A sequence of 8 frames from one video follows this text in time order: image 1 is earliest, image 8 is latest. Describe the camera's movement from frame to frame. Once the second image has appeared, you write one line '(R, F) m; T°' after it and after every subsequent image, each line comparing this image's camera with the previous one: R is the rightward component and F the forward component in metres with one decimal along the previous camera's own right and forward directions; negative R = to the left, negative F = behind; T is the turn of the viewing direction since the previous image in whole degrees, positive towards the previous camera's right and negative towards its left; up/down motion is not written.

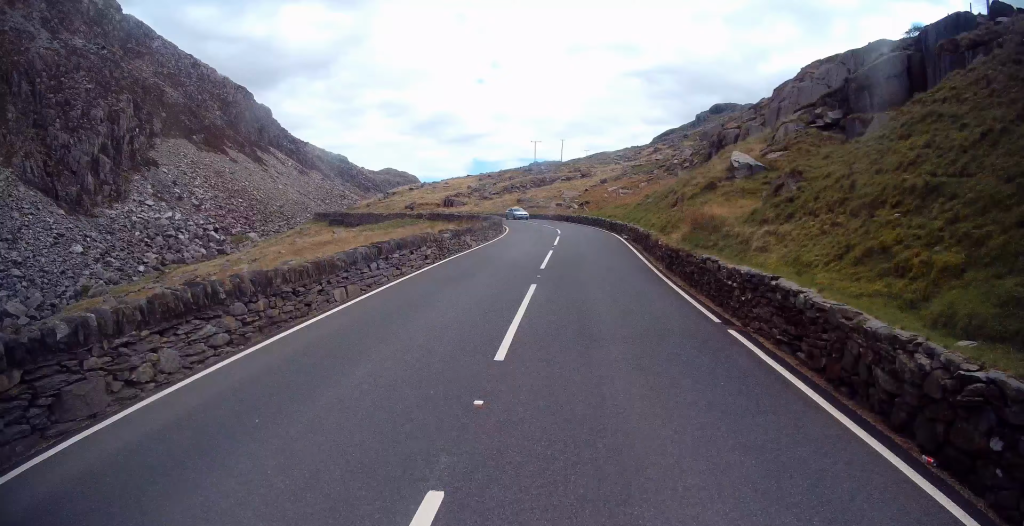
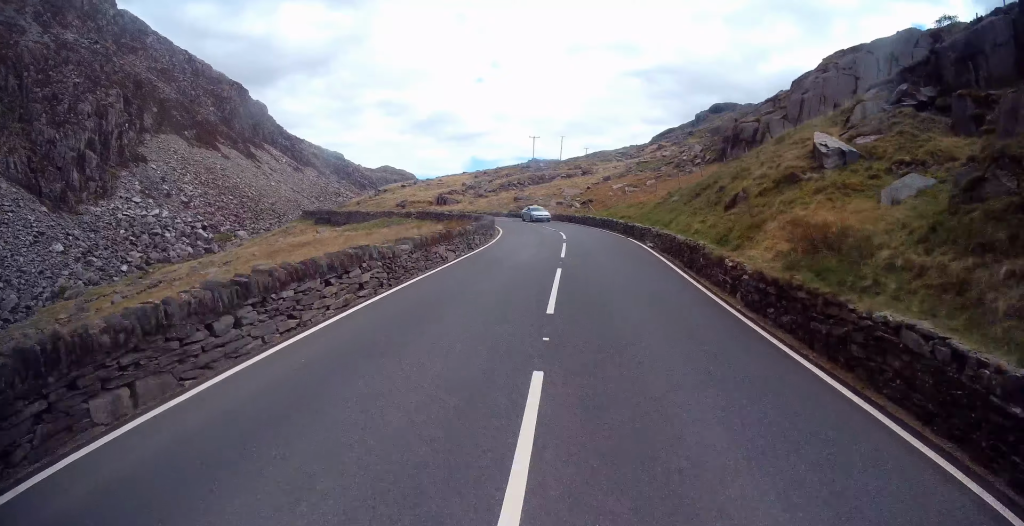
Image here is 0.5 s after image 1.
(+0.1, +6.6) m; +1°
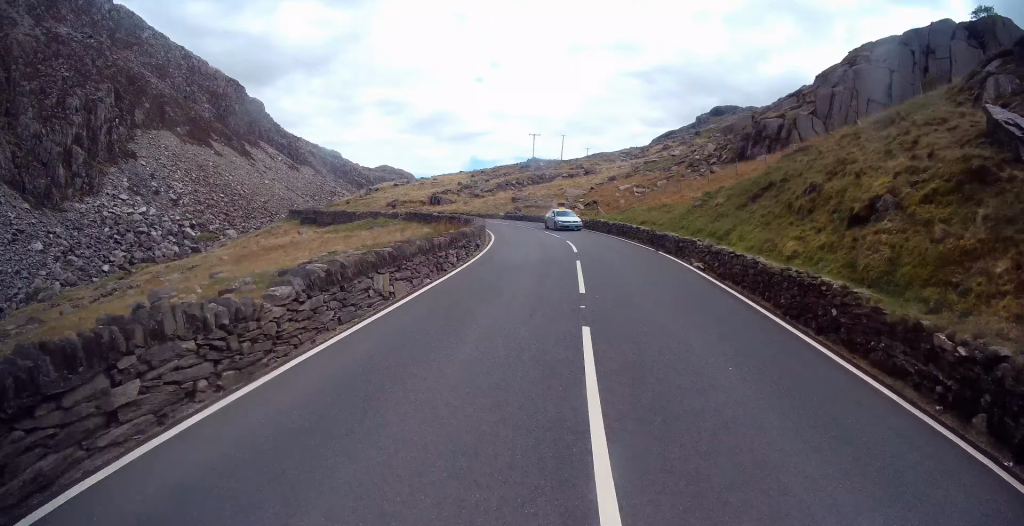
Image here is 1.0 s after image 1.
(+0.1, +7.0) m; -1°
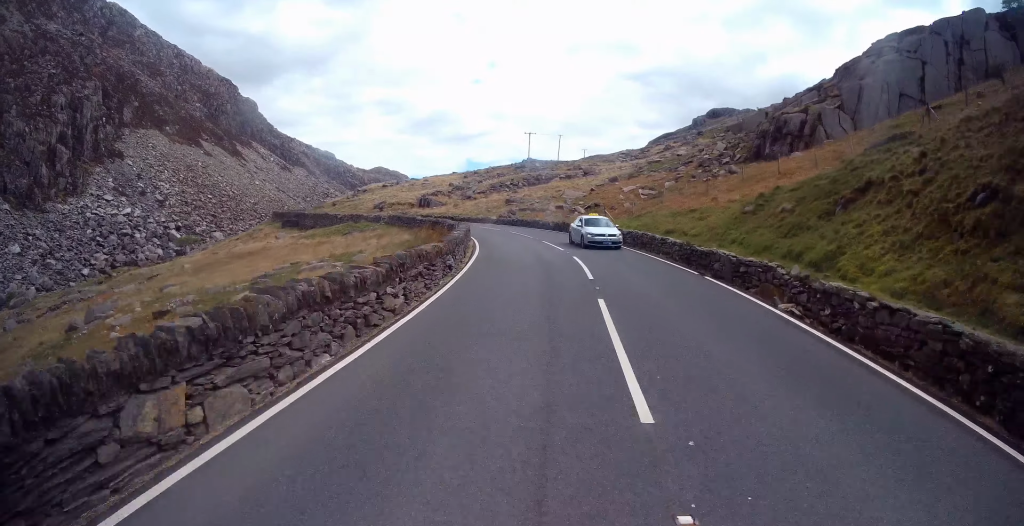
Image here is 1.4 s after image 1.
(+0.1, +6.5) m; -1°
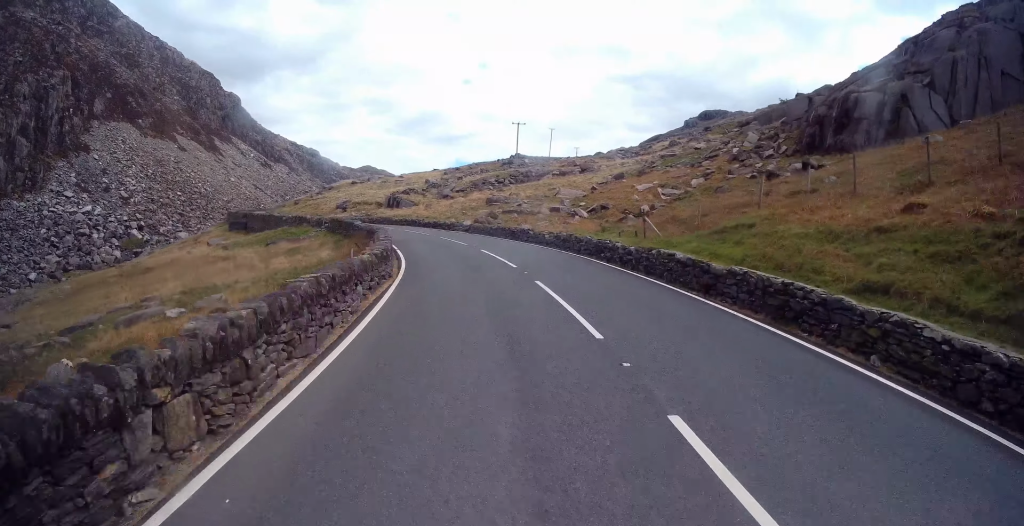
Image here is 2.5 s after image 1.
(-0.4, +14.9) m; 0°
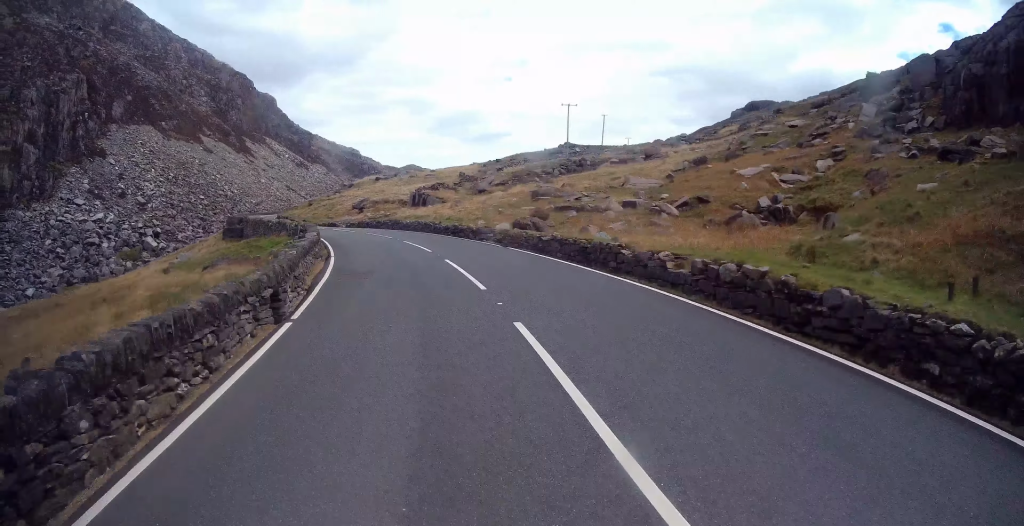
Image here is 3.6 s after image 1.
(+0.2, +14.9) m; -3°
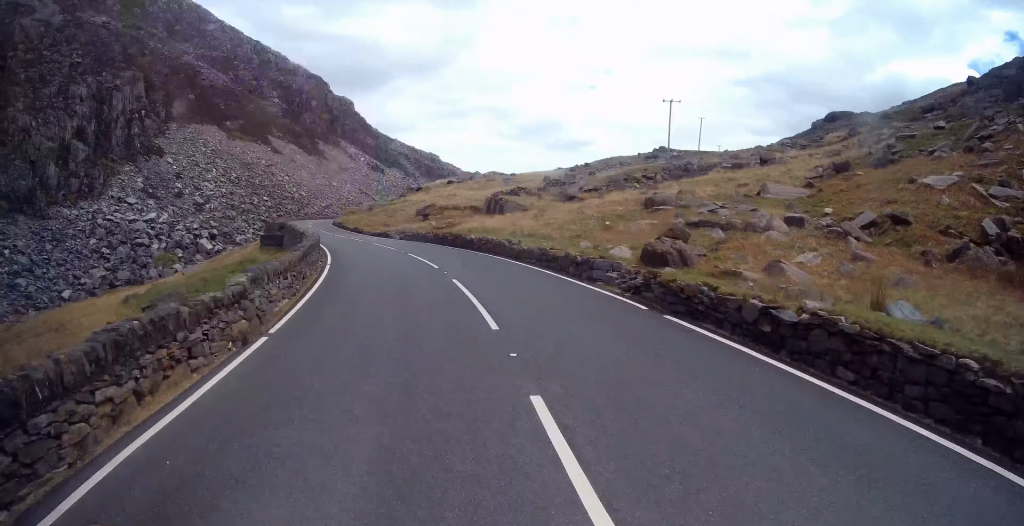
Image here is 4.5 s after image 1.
(-0.4, +11.5) m; -7°
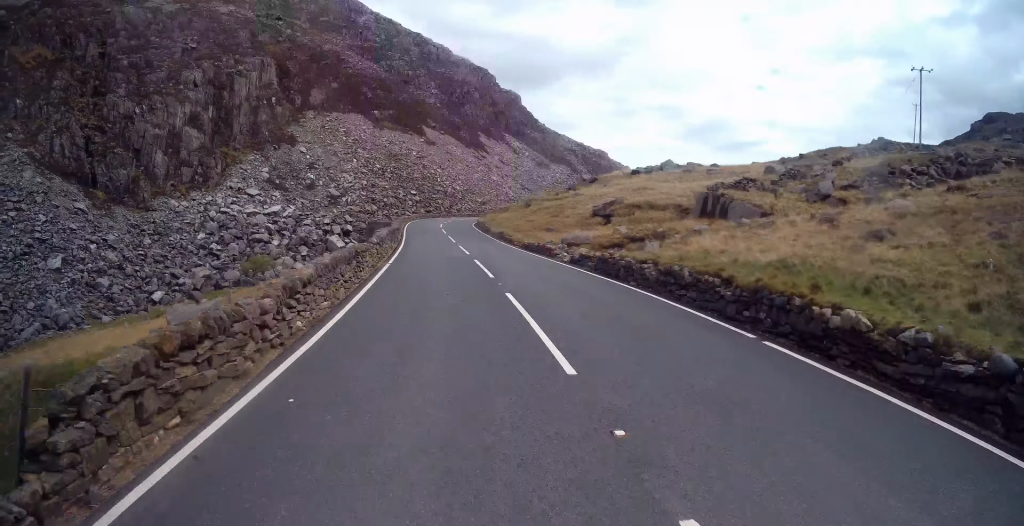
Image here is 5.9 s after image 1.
(-3.1, +19.9) m; -17°
